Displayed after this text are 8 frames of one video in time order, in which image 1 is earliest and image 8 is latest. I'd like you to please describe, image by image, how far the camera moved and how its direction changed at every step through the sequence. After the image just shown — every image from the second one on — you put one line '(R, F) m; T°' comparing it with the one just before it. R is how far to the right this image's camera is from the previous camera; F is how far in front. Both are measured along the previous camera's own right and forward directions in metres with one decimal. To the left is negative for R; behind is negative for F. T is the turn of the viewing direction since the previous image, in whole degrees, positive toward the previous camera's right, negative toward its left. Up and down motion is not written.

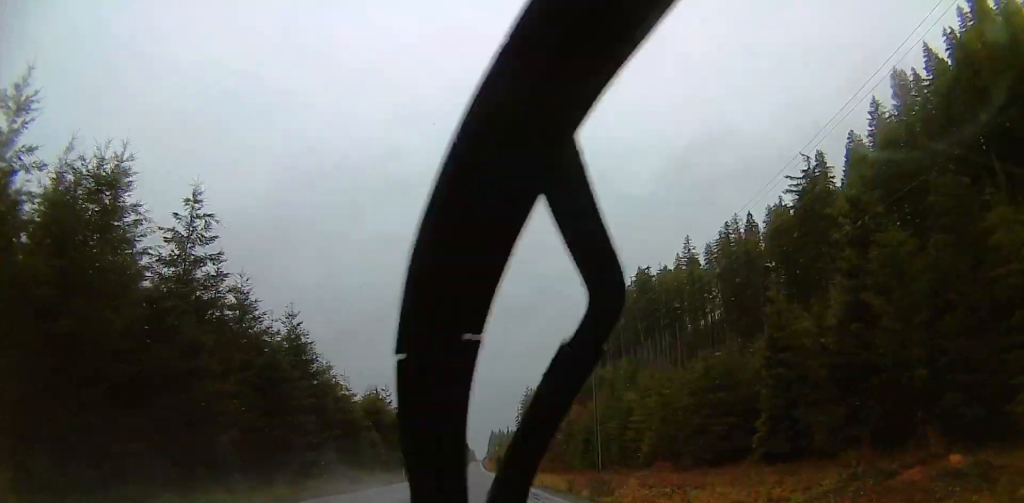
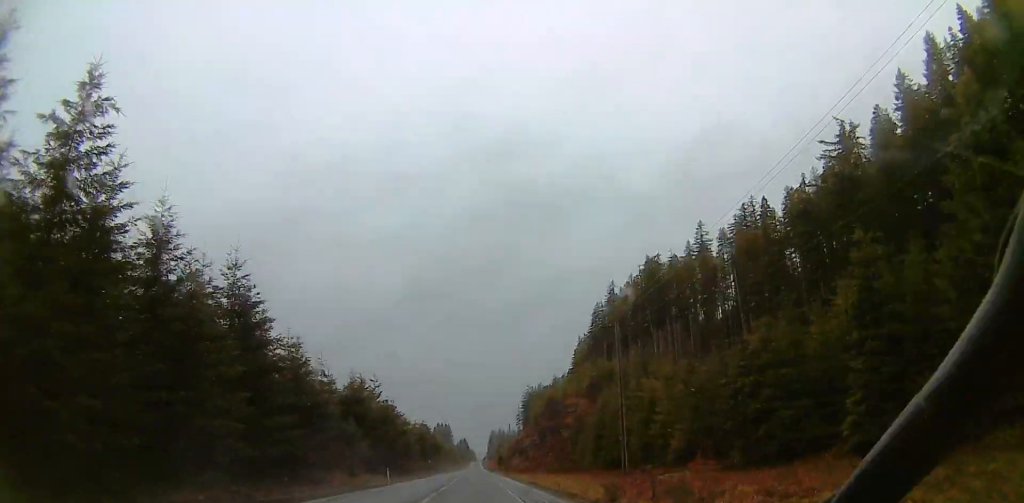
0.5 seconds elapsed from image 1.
(0.0, +13.0) m; 0°
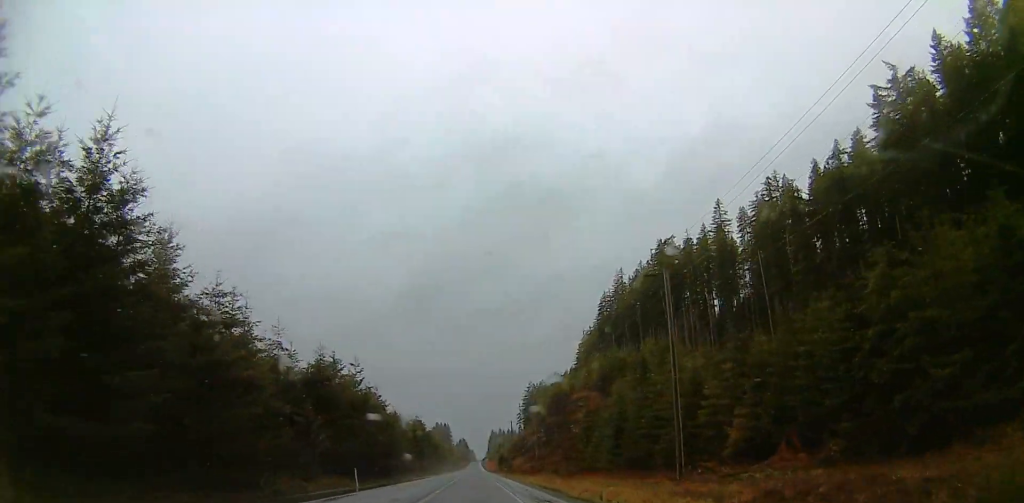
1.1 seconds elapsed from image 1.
(0.0, +16.6) m; 0°
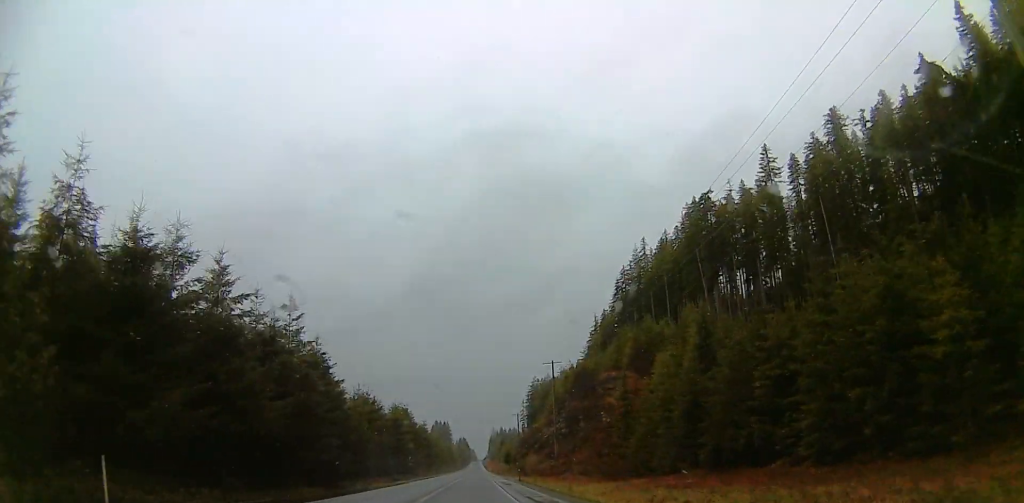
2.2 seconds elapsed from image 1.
(0.0, +32.1) m; 0°
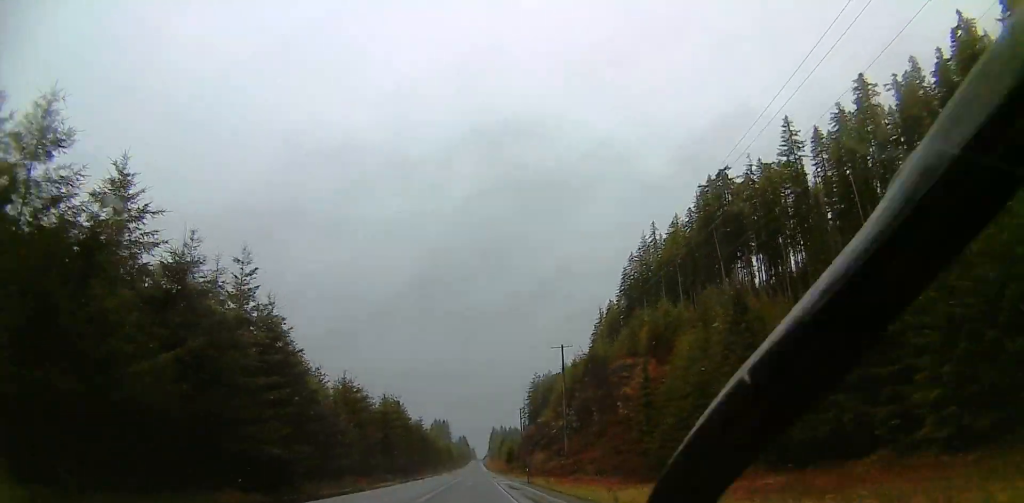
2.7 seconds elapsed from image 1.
(0.0, +12.7) m; 0°
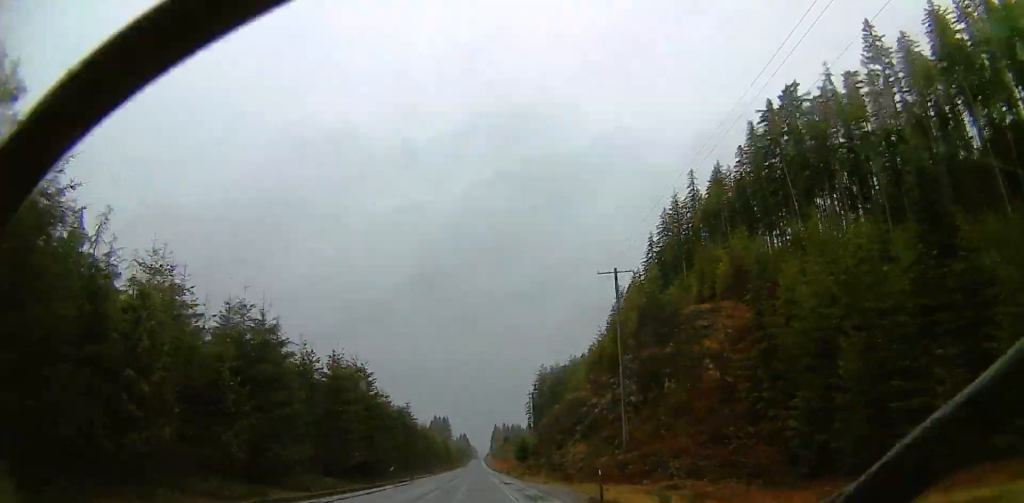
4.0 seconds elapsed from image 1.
(0.0, +35.9) m; 0°
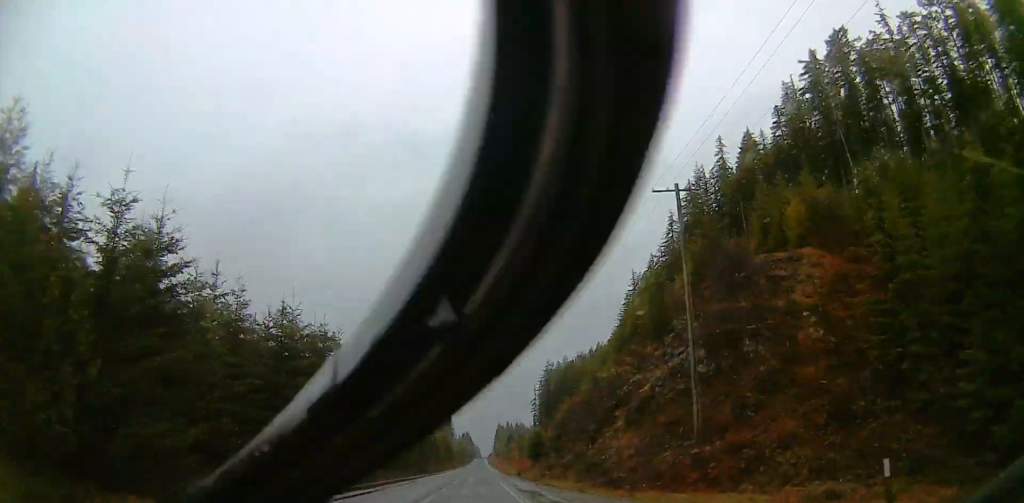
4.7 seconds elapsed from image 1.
(0.0, +17.6) m; 0°
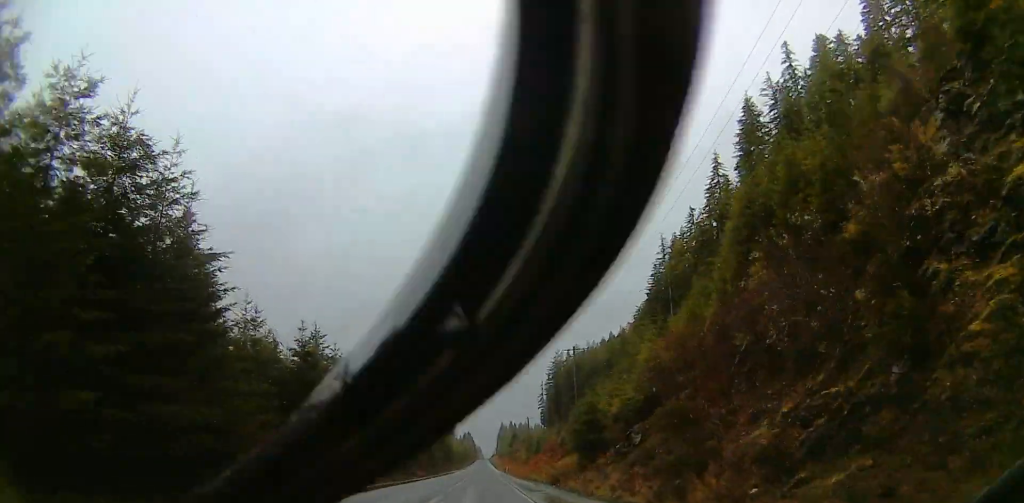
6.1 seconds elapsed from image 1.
(0.0, +36.4) m; +2°
